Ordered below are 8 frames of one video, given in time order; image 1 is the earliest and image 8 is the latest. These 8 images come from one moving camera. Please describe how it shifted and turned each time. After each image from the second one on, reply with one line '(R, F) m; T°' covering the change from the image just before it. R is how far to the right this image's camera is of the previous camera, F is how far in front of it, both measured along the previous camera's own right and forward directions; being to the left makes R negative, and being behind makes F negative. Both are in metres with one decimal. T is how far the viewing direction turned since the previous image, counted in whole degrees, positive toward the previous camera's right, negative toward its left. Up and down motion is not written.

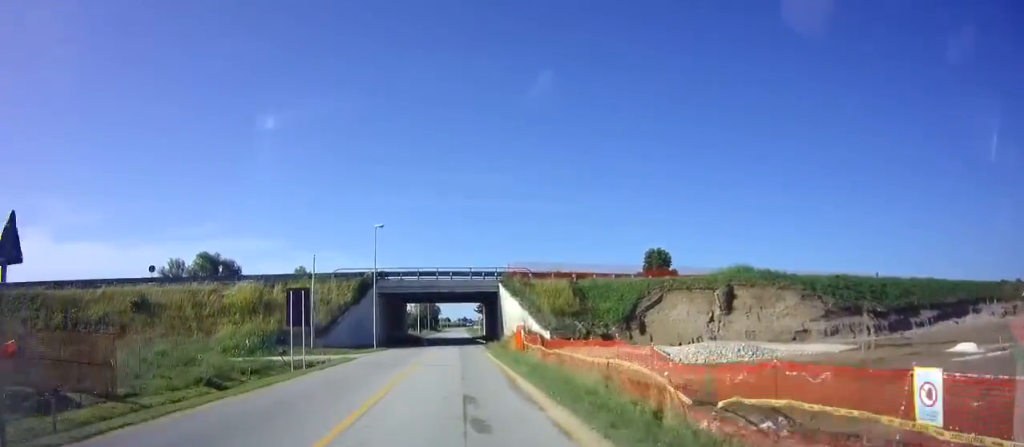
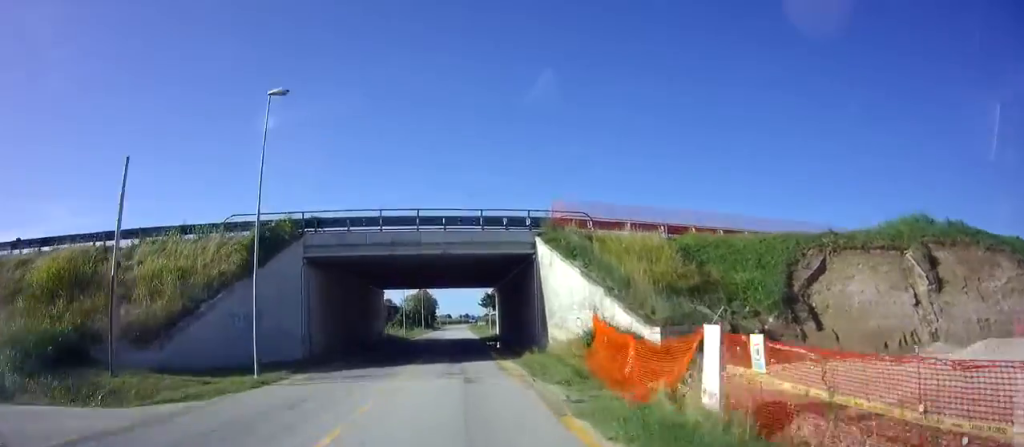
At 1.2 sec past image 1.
(-0.1, +22.8) m; 0°
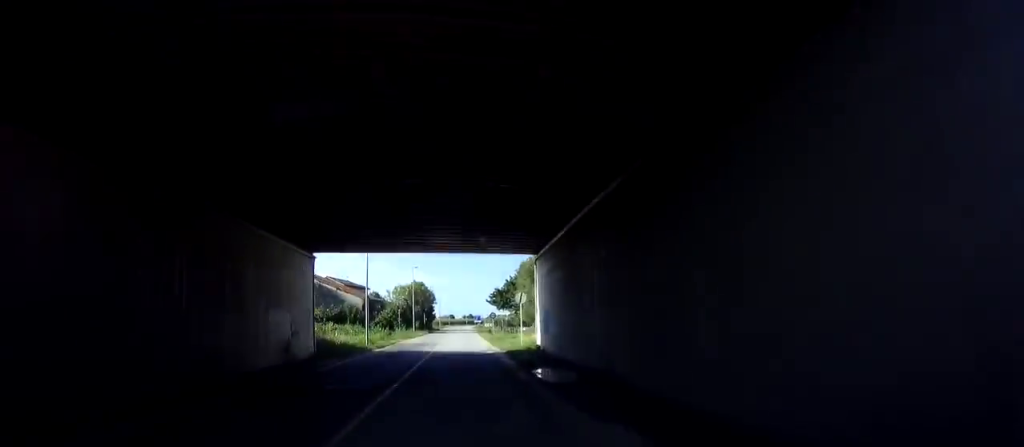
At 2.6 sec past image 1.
(-0.1, +25.4) m; 0°
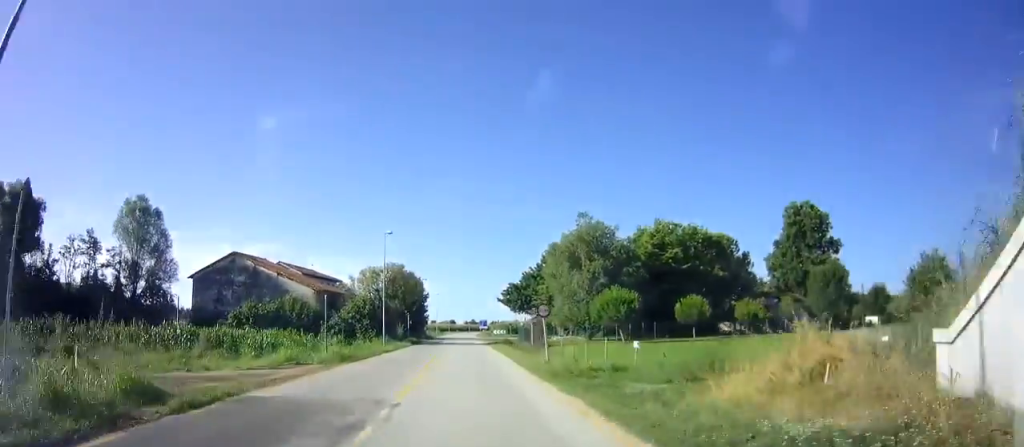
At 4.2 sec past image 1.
(-0.1, +29.2) m; 0°
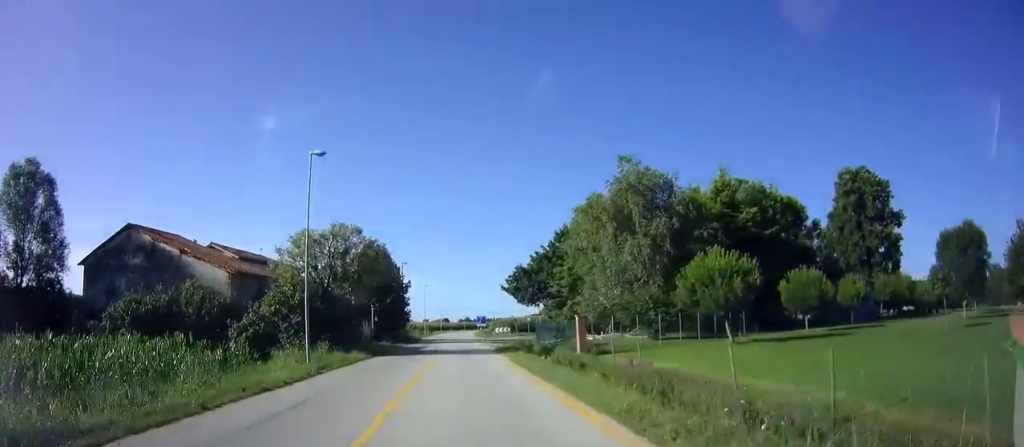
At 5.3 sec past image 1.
(+0.2, +20.0) m; +1°
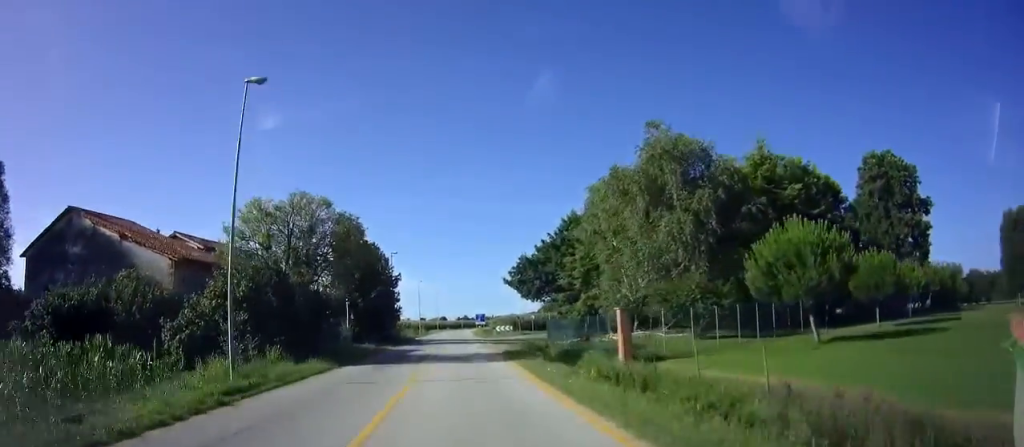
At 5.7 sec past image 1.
(0.0, +7.2) m; 0°
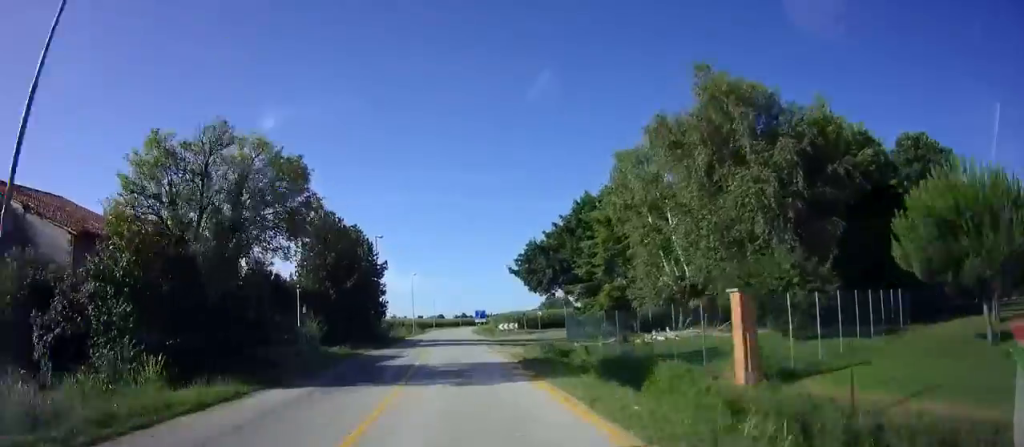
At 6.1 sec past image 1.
(0.0, +8.4) m; 0°
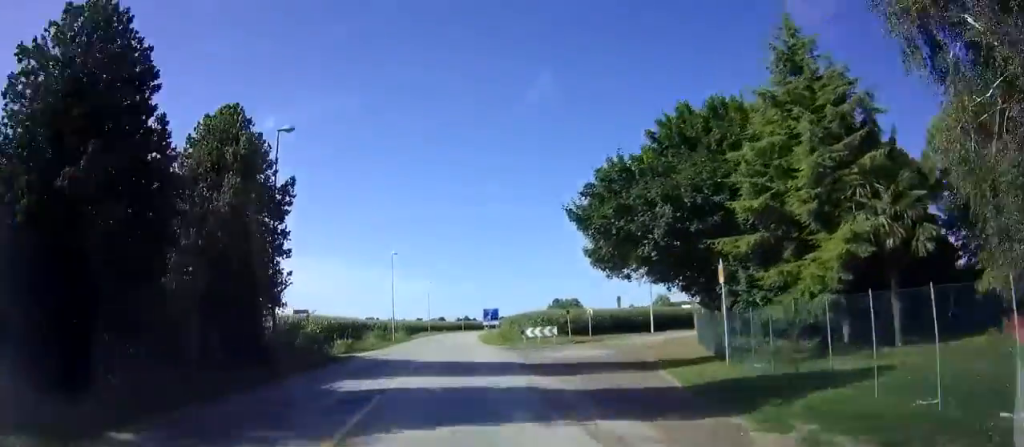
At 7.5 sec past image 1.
(0.0, +25.5) m; 0°
